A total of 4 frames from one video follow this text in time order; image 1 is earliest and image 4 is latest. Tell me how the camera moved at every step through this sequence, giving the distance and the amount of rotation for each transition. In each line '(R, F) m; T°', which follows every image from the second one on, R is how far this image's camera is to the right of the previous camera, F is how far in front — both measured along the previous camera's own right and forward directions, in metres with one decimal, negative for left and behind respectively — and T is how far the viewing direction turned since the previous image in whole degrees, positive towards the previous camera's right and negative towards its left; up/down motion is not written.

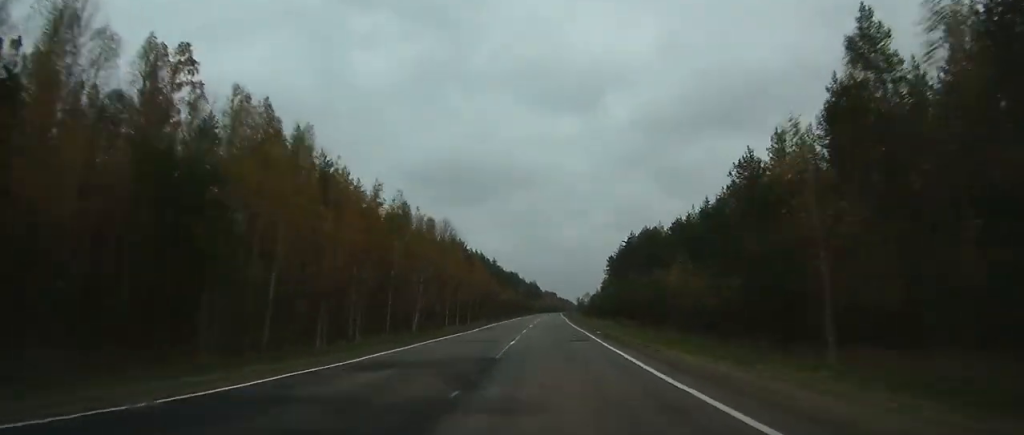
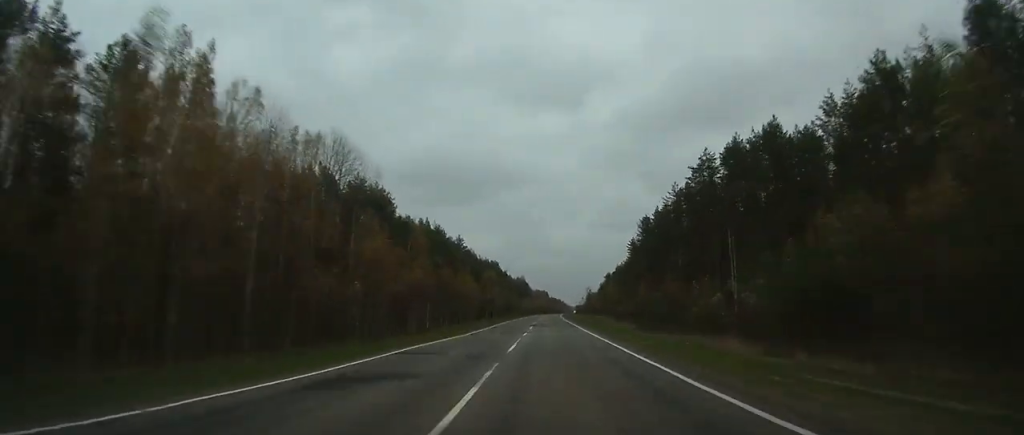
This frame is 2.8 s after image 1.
(+0.1, +76.9) m; 0°
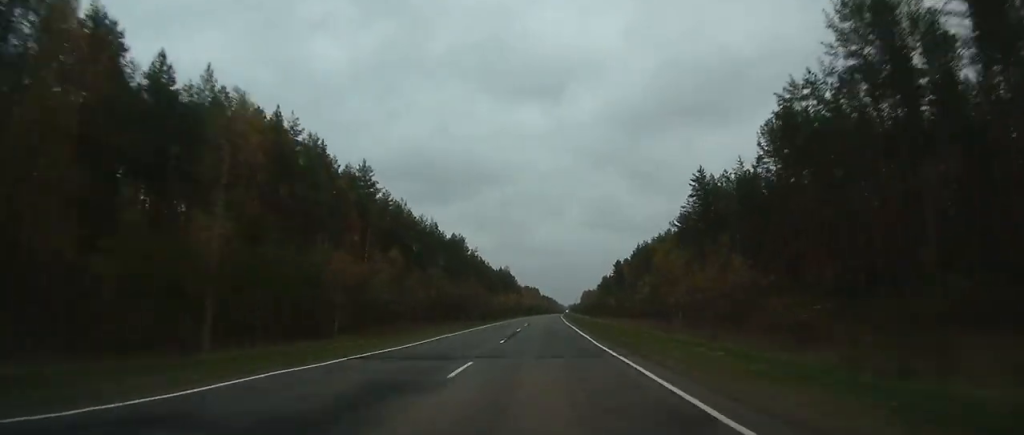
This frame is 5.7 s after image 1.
(+0.4, +84.1) m; +1°
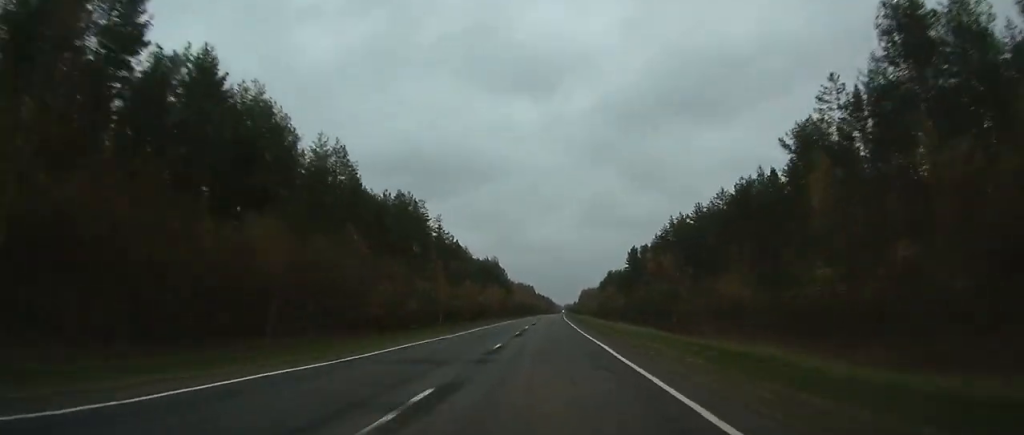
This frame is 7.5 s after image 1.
(+0.1, +53.7) m; +1°
